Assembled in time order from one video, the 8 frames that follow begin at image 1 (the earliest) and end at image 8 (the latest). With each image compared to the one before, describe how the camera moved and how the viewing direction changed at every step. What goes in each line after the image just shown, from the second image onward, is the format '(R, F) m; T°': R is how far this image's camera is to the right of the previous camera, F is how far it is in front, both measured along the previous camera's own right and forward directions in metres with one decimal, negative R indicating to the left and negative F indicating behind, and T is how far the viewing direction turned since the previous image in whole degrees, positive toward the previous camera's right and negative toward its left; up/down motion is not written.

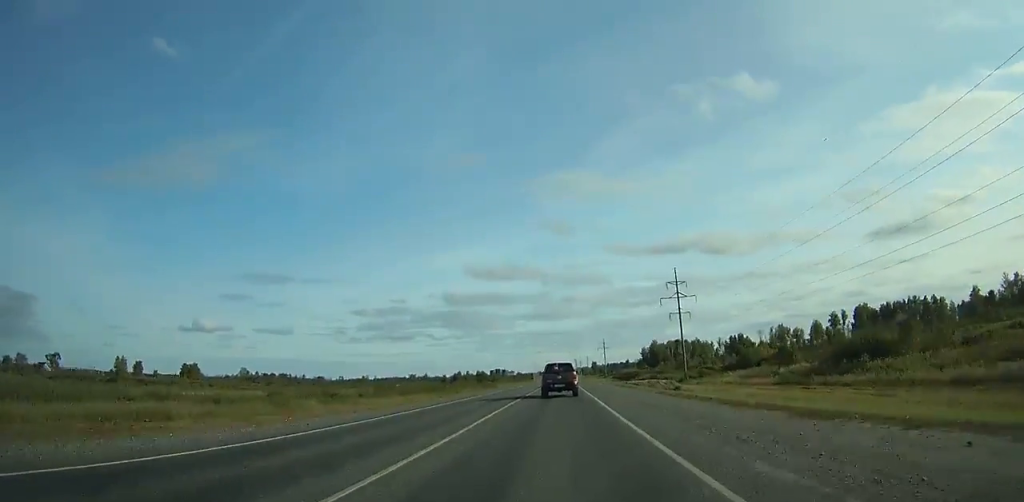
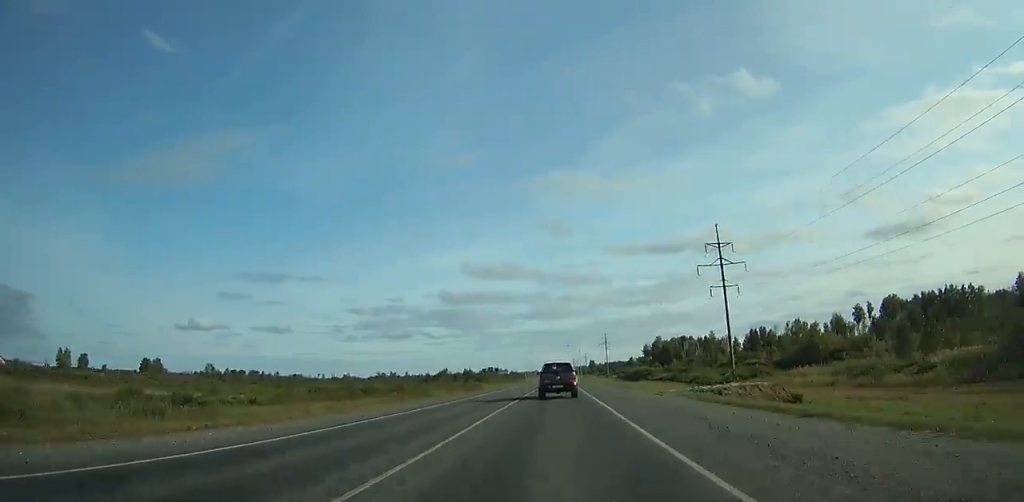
(0.0, +32.2) m; 0°
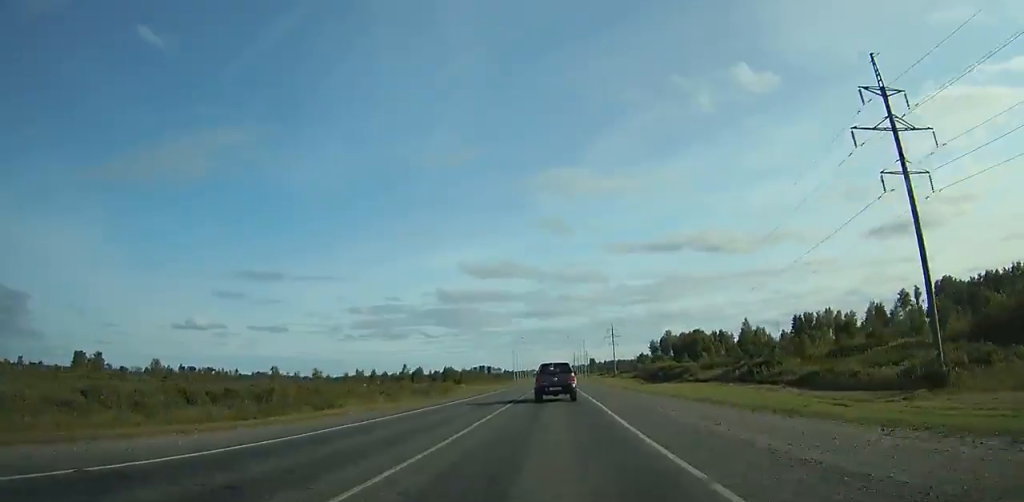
(0.0, +46.7) m; 0°
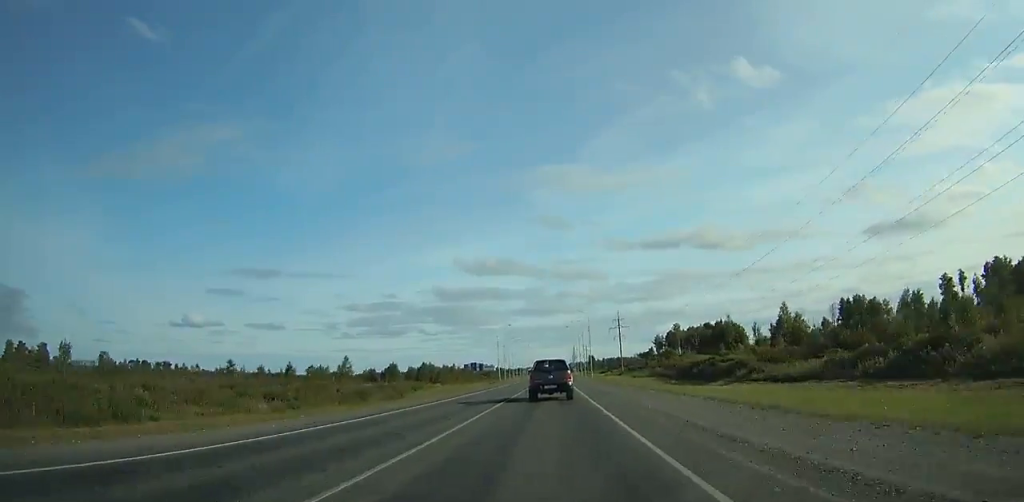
(+0.1, +34.3) m; 0°
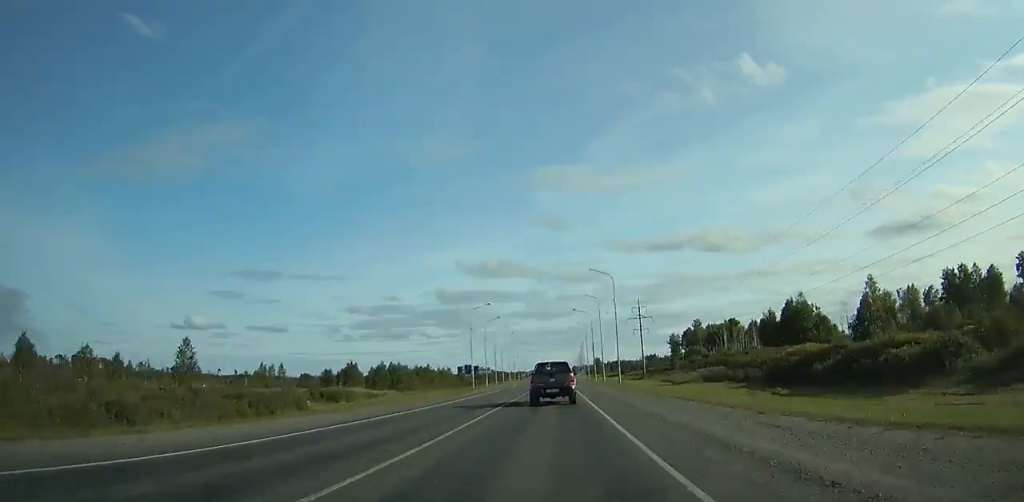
(+0.1, +46.1) m; 0°
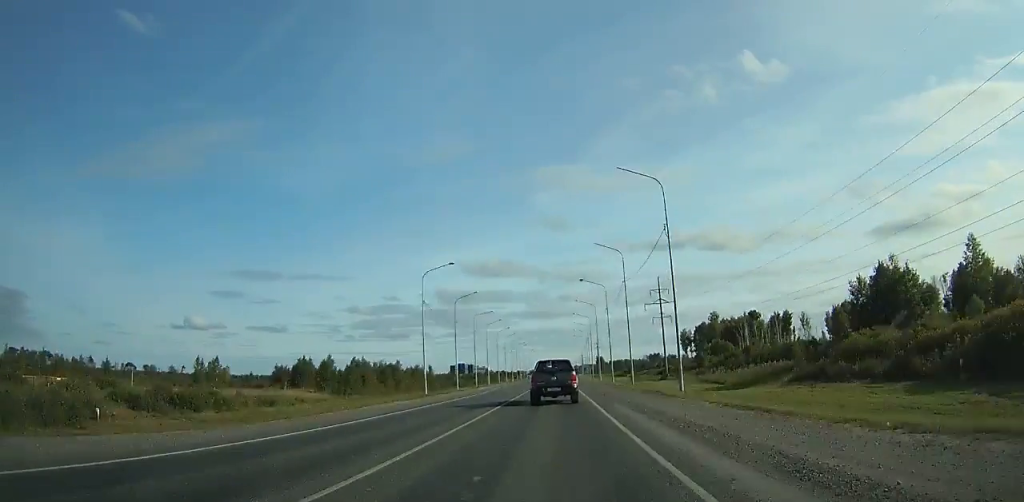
(0.0, +31.7) m; 0°
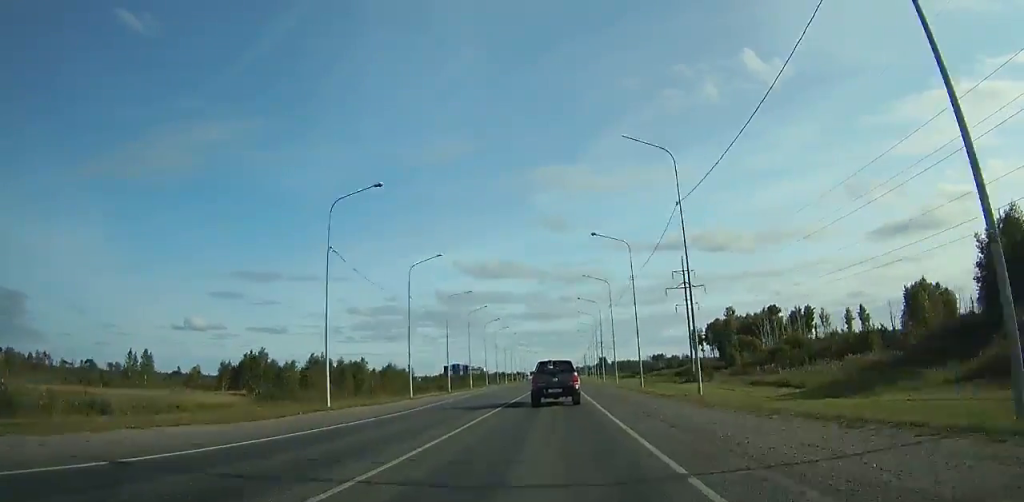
(0.0, +25.4) m; 0°
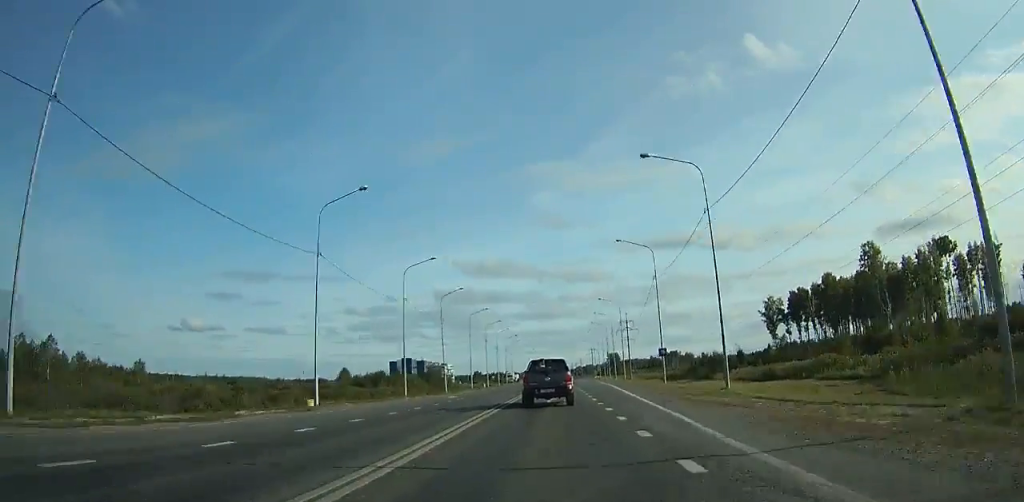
(-0.2, +120.1) m; -1°
